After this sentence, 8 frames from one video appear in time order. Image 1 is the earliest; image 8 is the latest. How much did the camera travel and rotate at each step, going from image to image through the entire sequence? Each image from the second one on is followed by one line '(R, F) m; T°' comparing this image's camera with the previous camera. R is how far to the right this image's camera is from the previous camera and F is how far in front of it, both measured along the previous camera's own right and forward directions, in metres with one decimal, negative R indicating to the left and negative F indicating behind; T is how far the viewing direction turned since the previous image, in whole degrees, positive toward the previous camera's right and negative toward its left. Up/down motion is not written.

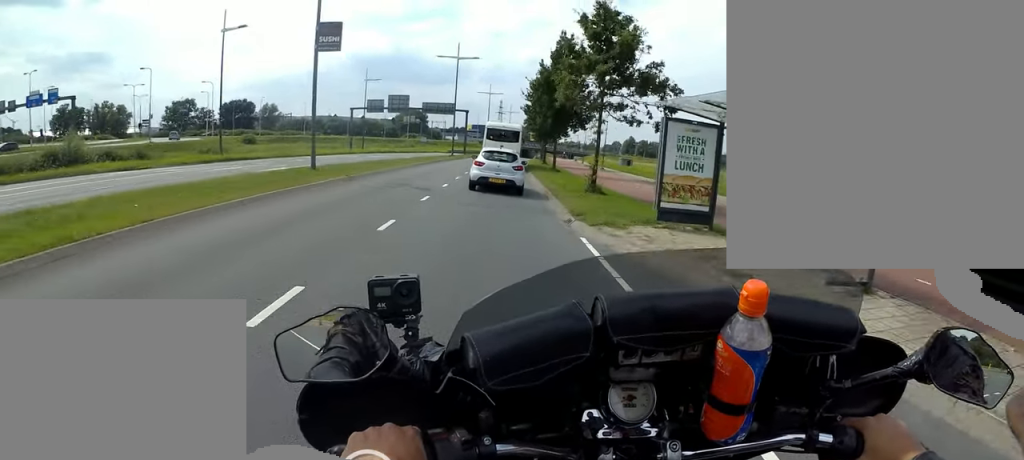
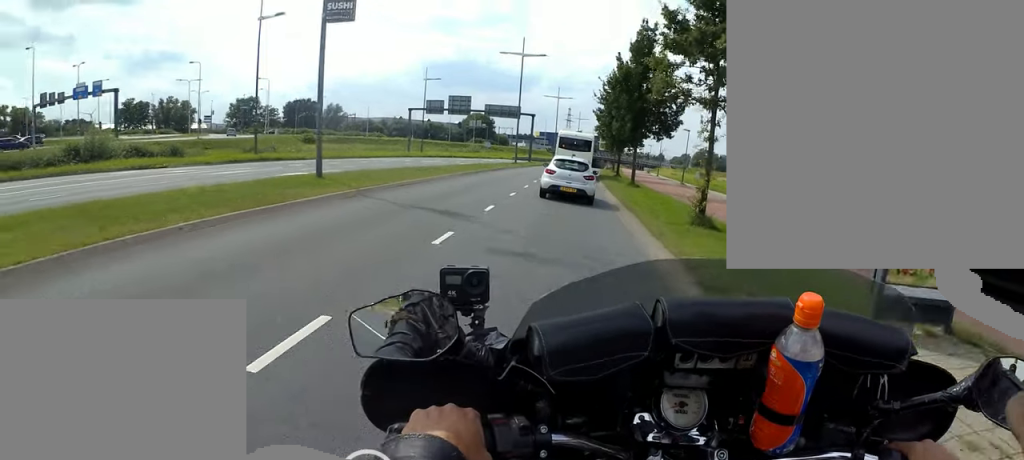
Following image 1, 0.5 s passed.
(+0.2, +5.0) m; +2°
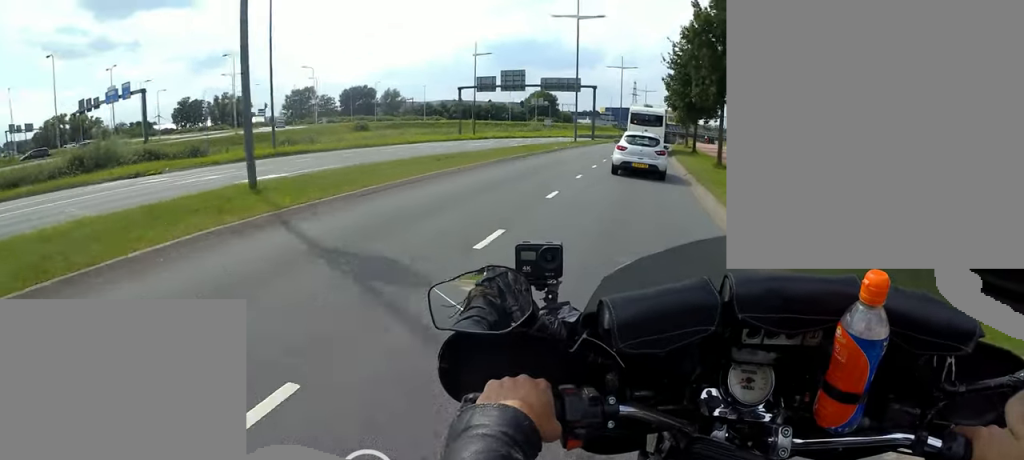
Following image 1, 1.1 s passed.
(0.0, +5.6) m; -1°
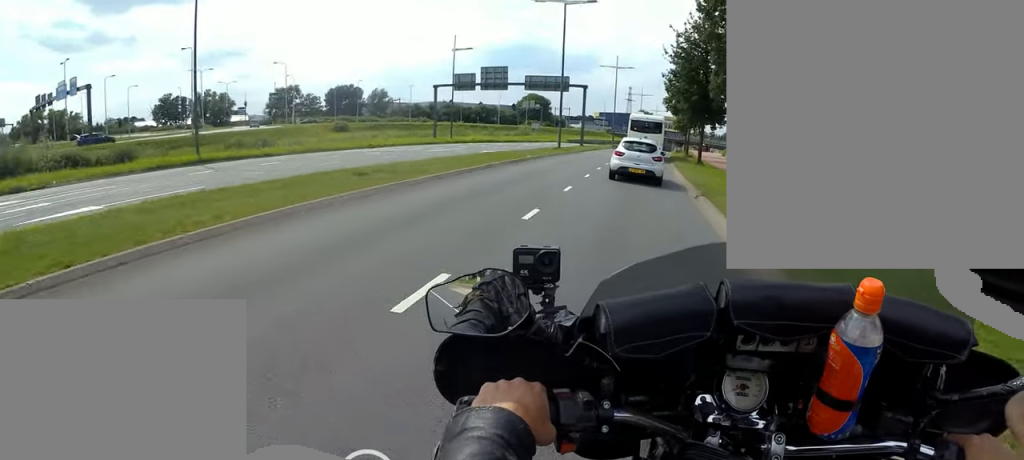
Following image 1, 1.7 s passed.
(+0.1, +6.0) m; -2°
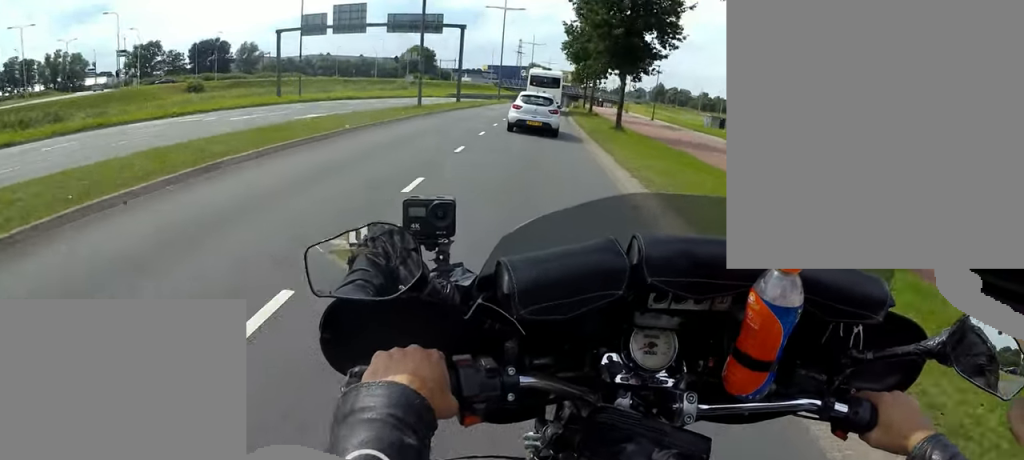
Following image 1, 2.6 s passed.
(-0.5, +9.1) m; -3°
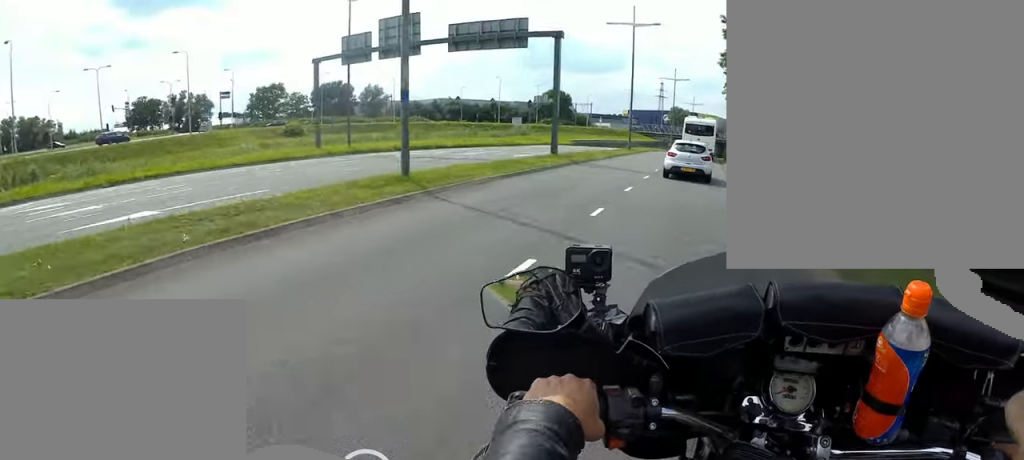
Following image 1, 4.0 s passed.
(+0.9, +14.0) m; +9°
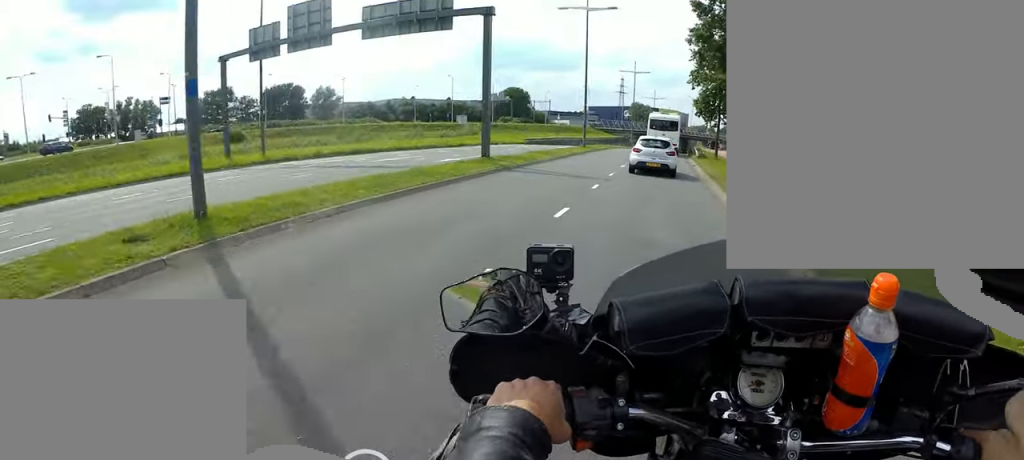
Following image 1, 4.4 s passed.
(+0.2, +4.4) m; +3°
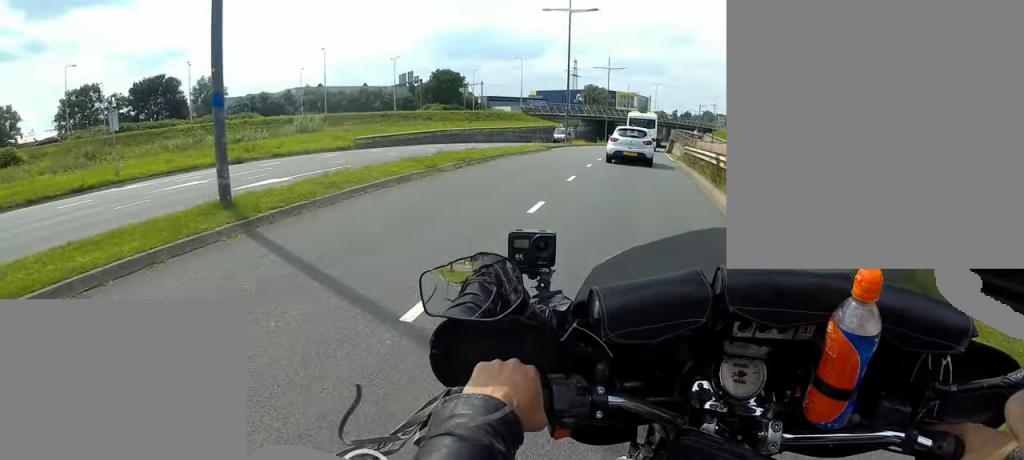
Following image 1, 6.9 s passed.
(+1.1, +28.9) m; -1°
